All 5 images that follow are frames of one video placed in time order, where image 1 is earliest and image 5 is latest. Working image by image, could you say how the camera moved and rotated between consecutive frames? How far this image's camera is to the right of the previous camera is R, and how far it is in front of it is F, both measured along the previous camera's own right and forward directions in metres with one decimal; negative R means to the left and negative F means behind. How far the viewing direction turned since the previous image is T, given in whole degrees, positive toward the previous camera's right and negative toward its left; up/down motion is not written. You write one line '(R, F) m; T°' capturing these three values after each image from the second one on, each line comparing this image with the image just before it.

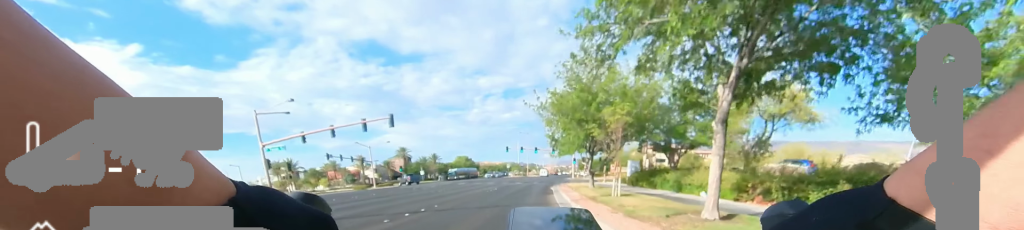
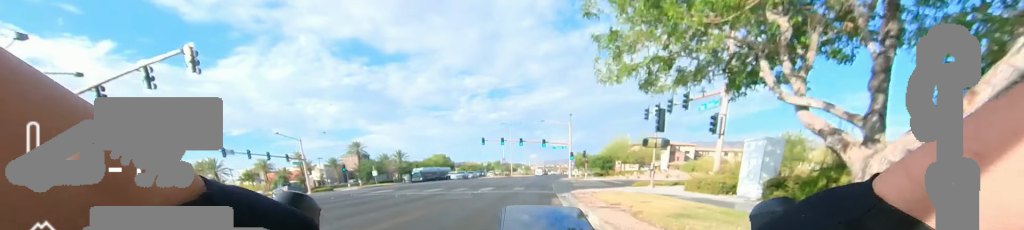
(+1.0, +17.3) m; +3°
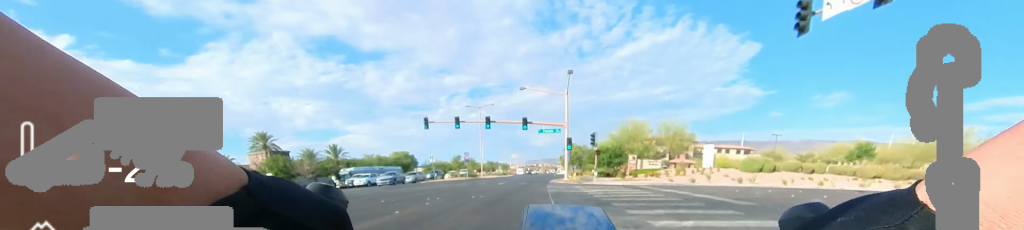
(0.0, +20.7) m; 0°
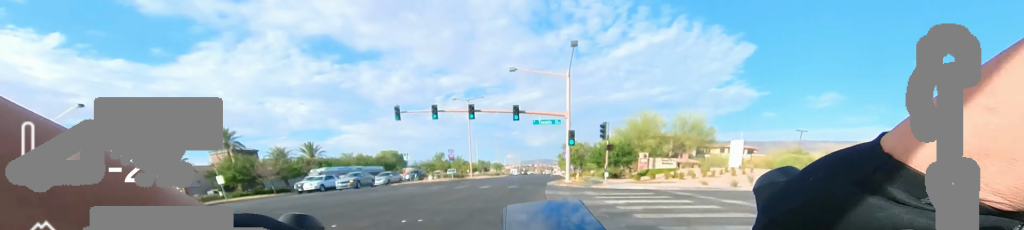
(0.0, +6.1) m; 0°
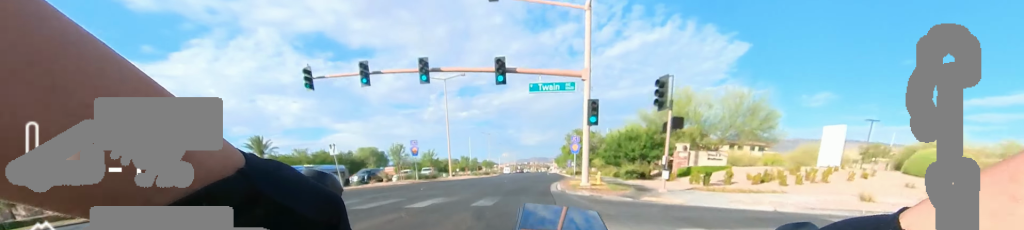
(0.0, +10.9) m; +3°
